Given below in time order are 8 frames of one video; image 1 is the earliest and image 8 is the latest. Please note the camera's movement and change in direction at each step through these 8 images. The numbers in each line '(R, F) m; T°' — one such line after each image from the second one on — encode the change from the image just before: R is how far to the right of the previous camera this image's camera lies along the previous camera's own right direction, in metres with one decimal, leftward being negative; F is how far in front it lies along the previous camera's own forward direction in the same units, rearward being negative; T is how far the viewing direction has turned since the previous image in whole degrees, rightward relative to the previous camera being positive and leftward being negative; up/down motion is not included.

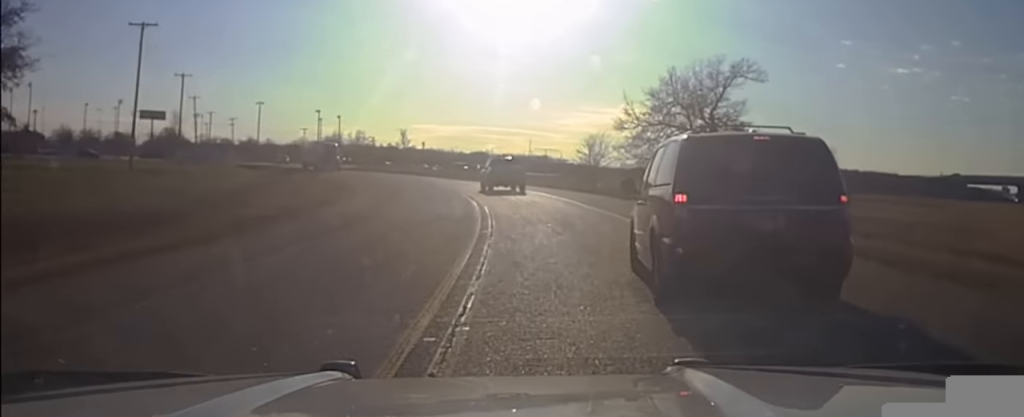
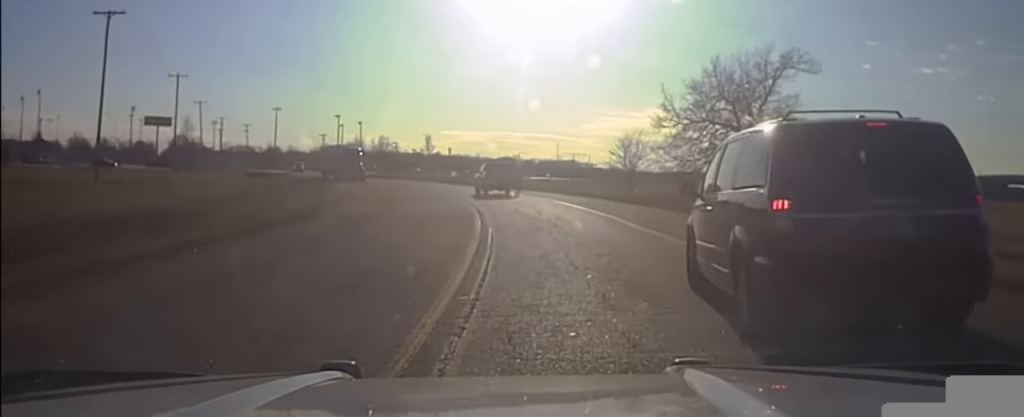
(-0.8, +10.3) m; -3°
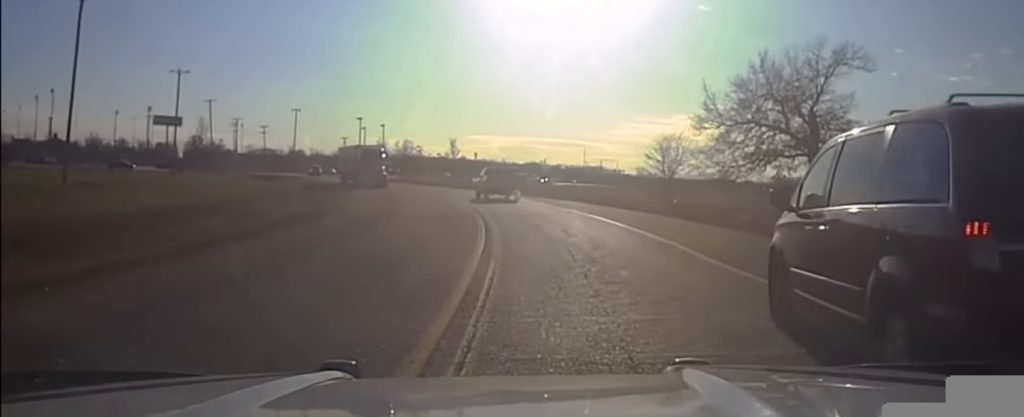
(-0.3, +8.8) m; -2°
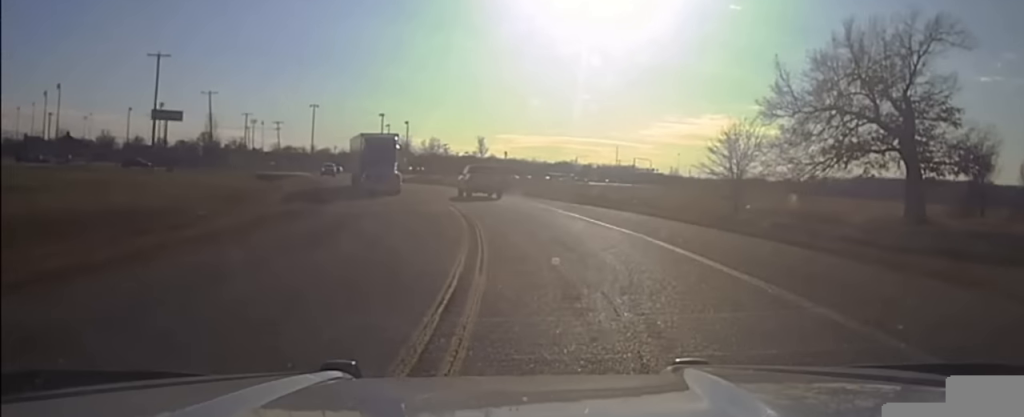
(0.0, +13.4) m; 0°
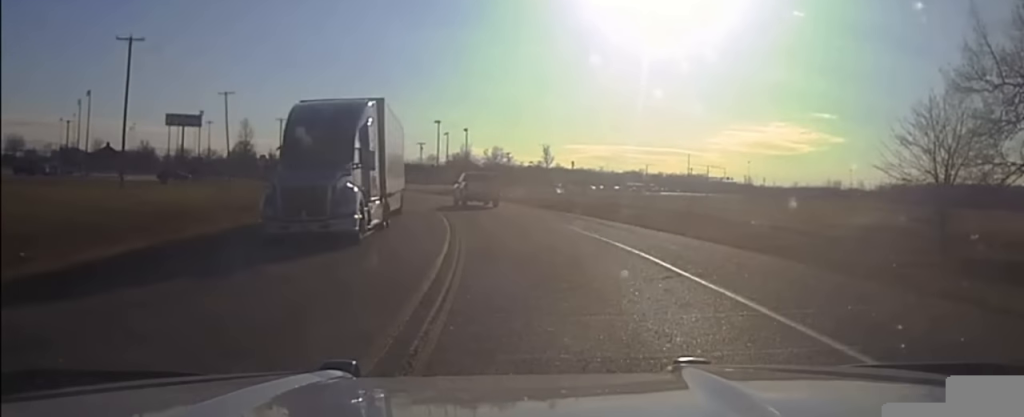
(0.0, +19.2) m; 0°
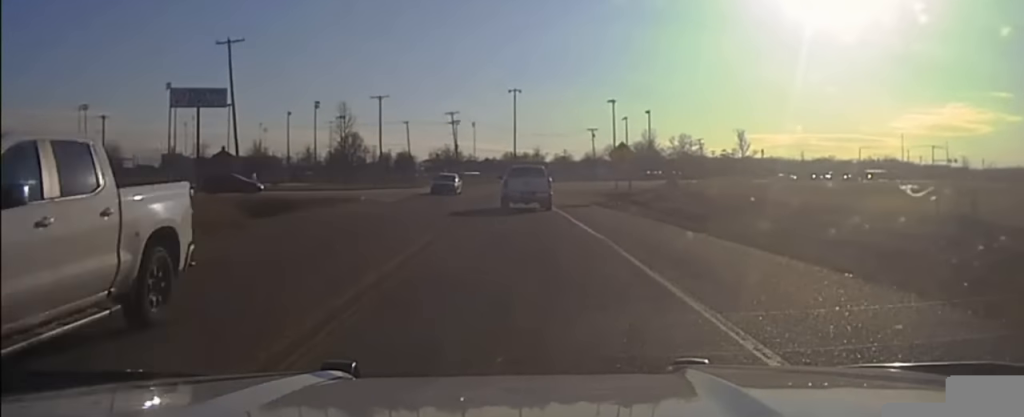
(-3.5, +49.1) m; -13°
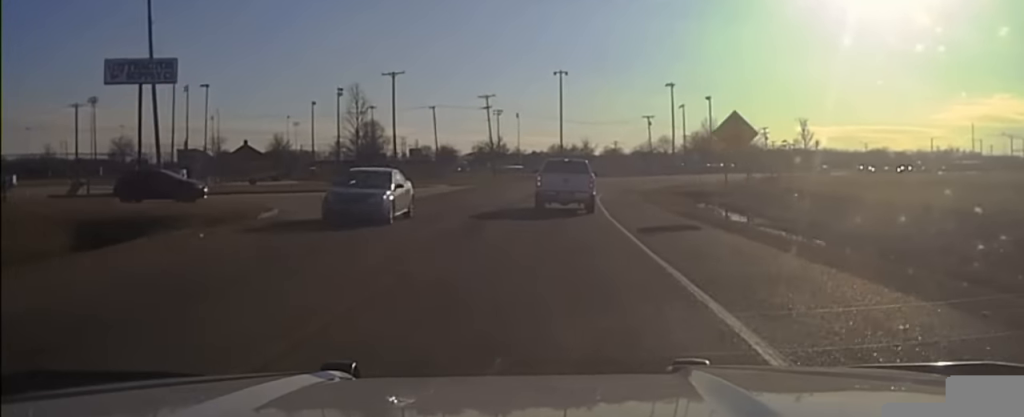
(-1.4, +23.7) m; -3°
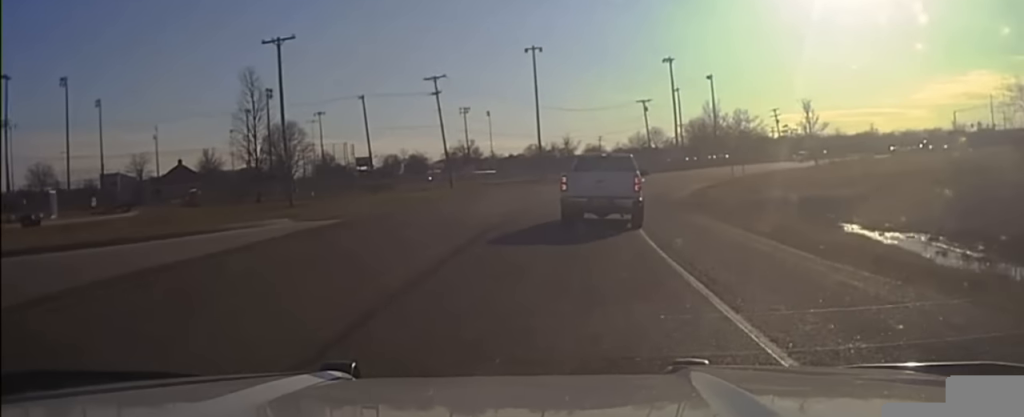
(+1.1, +33.9) m; +10°
